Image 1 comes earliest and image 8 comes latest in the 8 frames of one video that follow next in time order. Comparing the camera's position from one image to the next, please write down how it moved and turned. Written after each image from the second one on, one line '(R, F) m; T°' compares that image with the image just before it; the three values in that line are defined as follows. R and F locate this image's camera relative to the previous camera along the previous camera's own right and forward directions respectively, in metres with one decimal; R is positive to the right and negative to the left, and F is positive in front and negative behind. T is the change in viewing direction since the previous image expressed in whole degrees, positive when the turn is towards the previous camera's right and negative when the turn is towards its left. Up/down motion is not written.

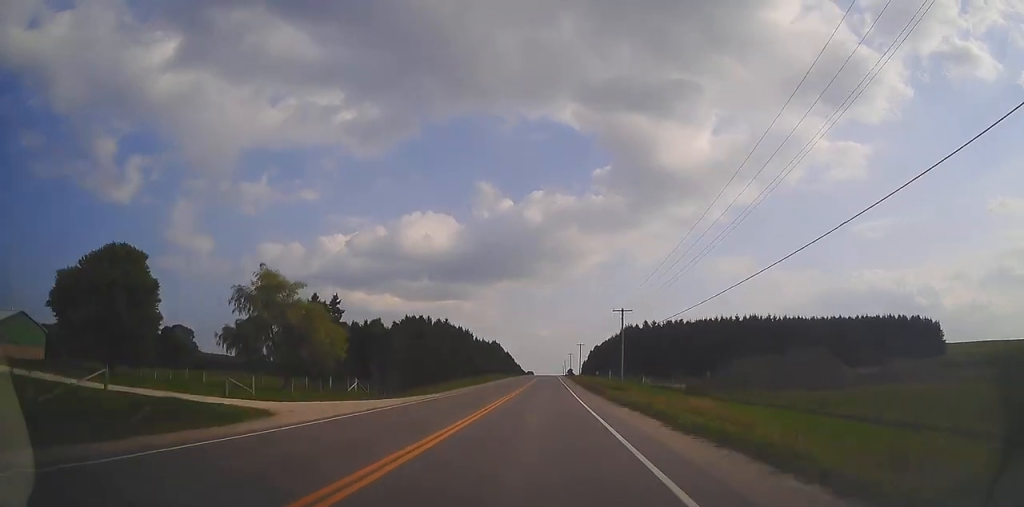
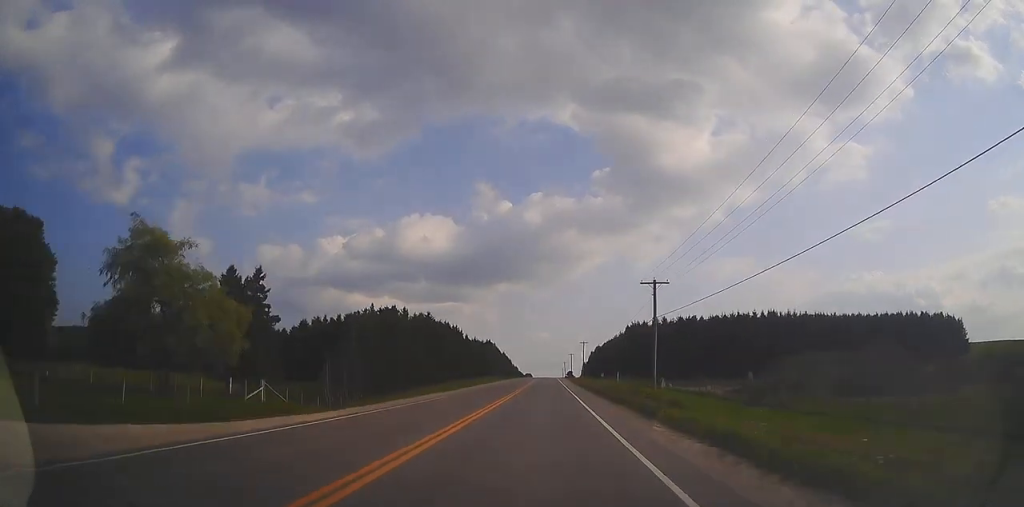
(-0.2, +16.3) m; 0°
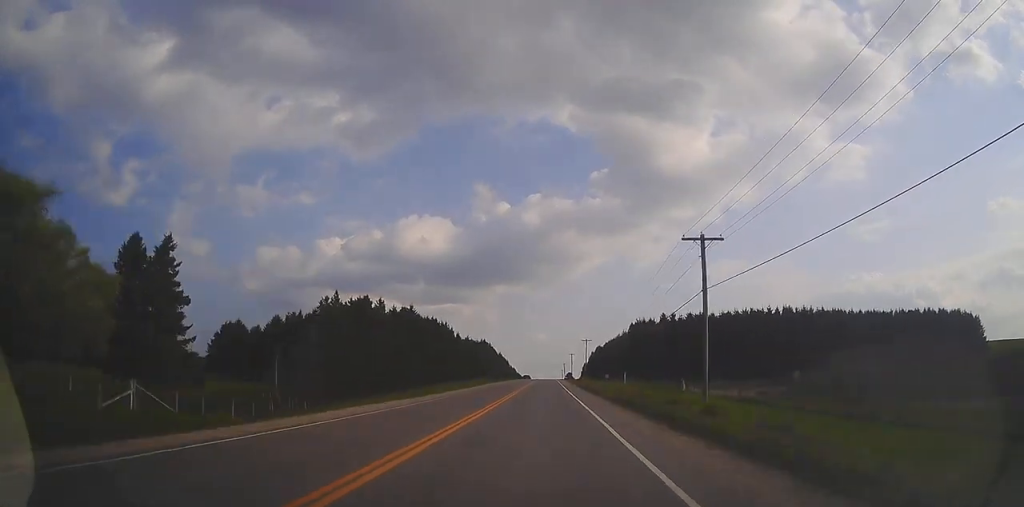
(0.0, +12.9) m; 0°
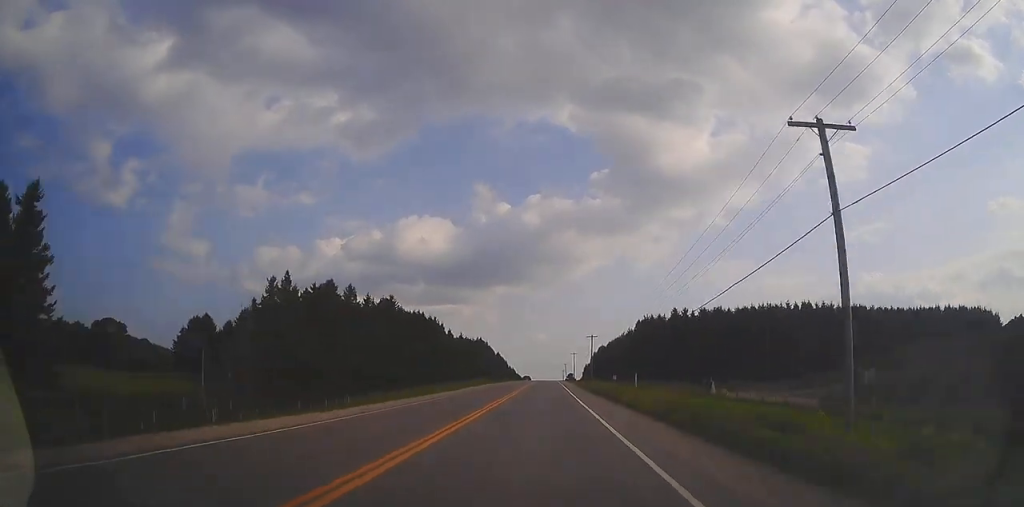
(0.0, +12.0) m; 0°
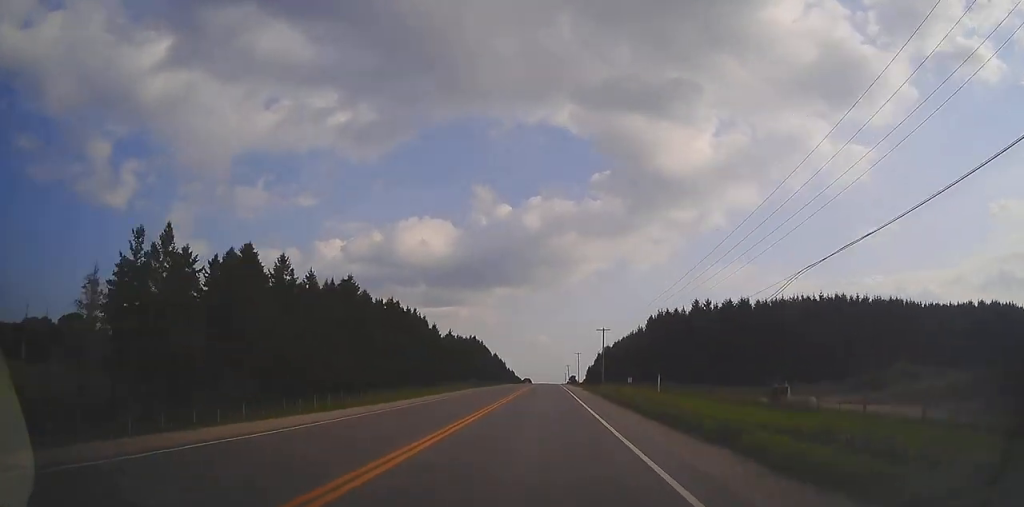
(+0.1, +17.1) m; 0°
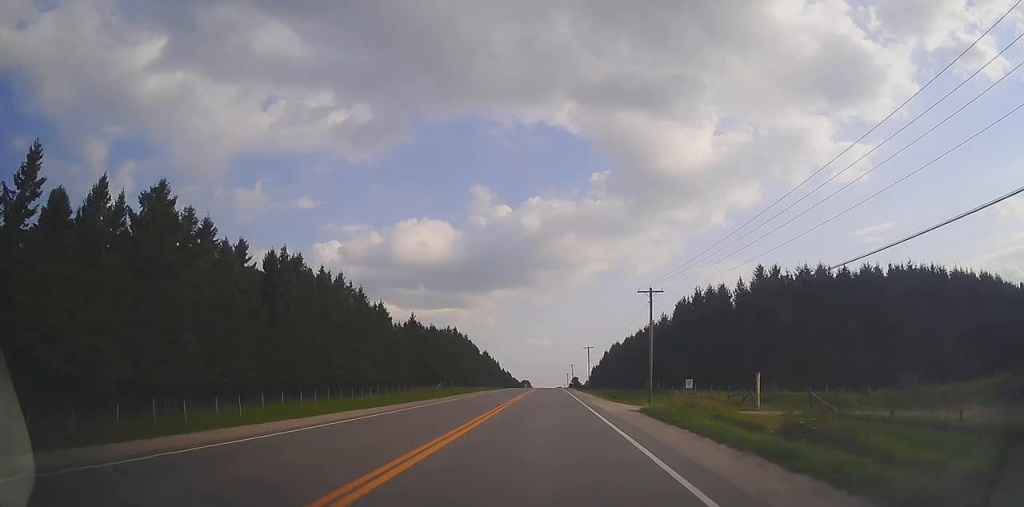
(0.0, +35.0) m; 0°
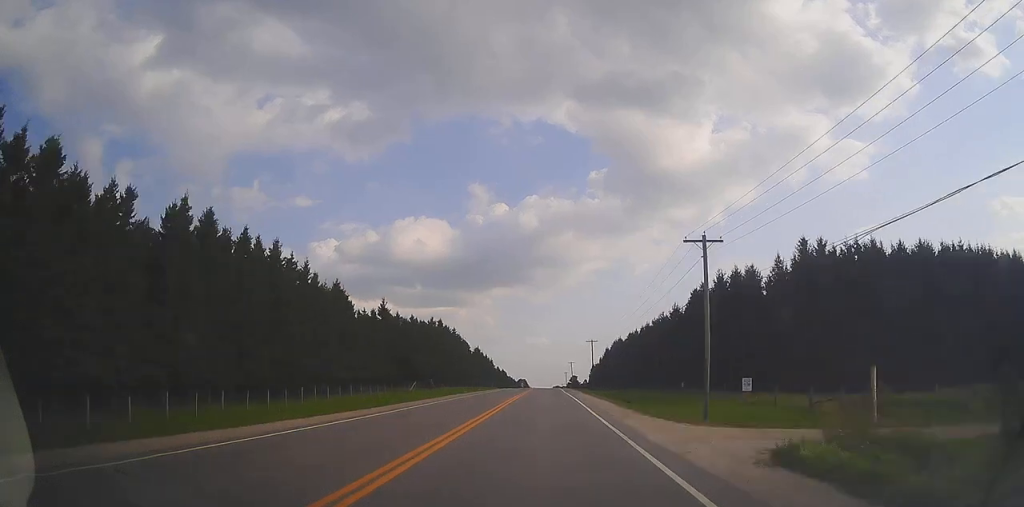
(-0.1, +14.4) m; 0°
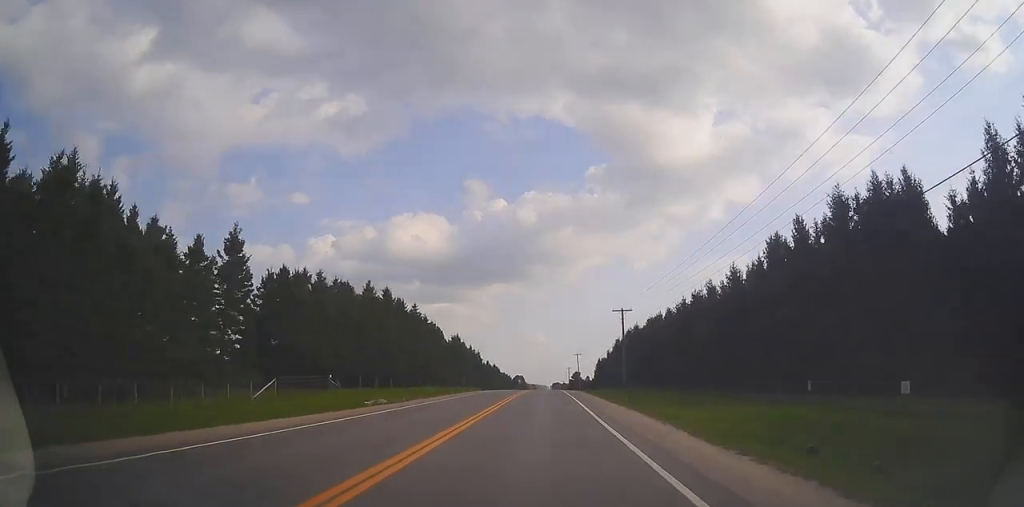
(+0.3, +38.0) m; +1°
